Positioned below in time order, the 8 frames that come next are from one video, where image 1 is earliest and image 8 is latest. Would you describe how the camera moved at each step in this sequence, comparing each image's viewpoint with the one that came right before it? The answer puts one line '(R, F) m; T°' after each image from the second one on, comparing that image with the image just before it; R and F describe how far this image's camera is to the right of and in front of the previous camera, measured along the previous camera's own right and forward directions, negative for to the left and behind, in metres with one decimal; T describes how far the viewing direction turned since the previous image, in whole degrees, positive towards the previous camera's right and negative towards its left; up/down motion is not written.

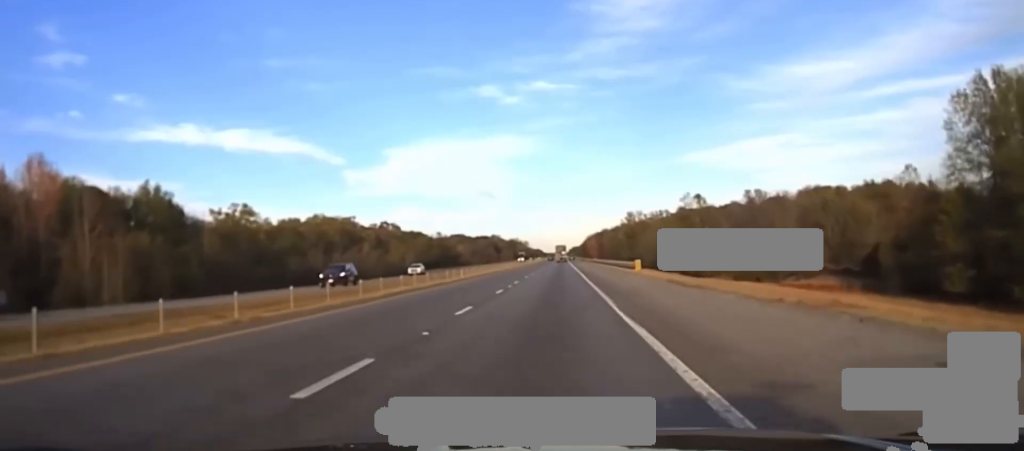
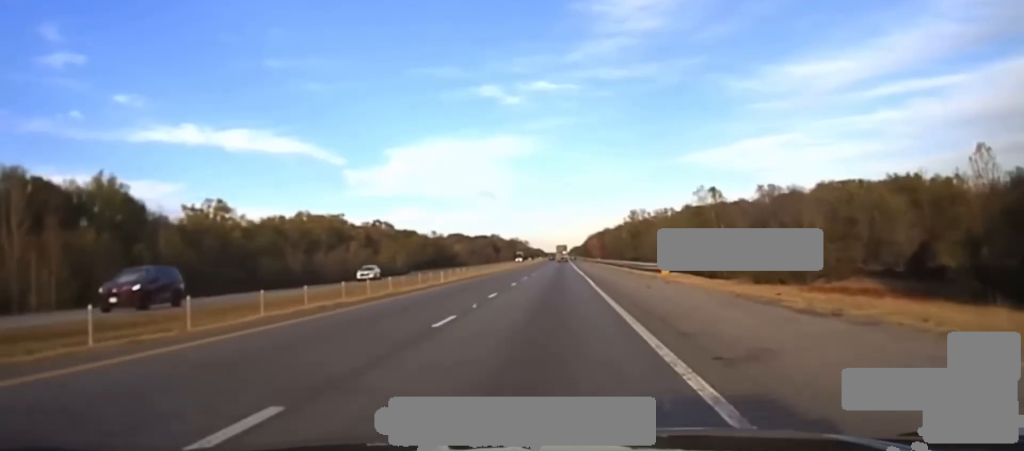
(0.0, +14.0) m; 0°
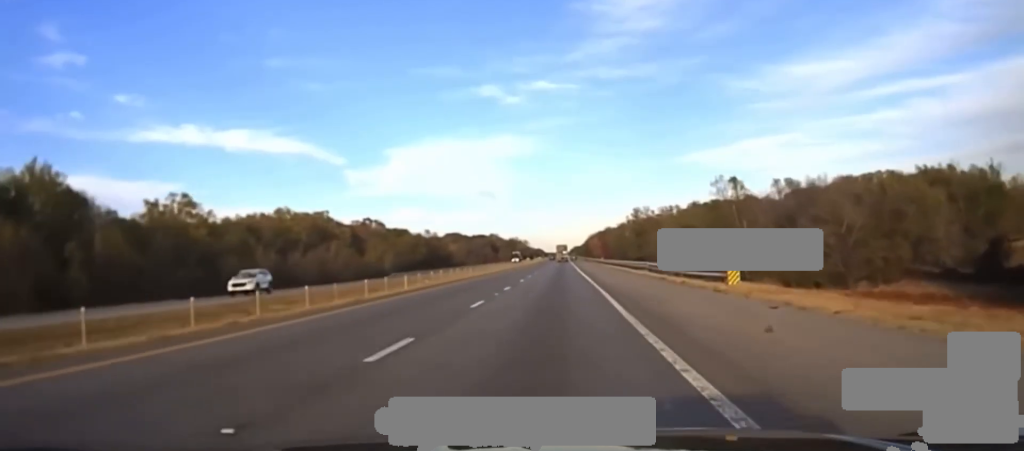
(0.0, +16.0) m; 0°
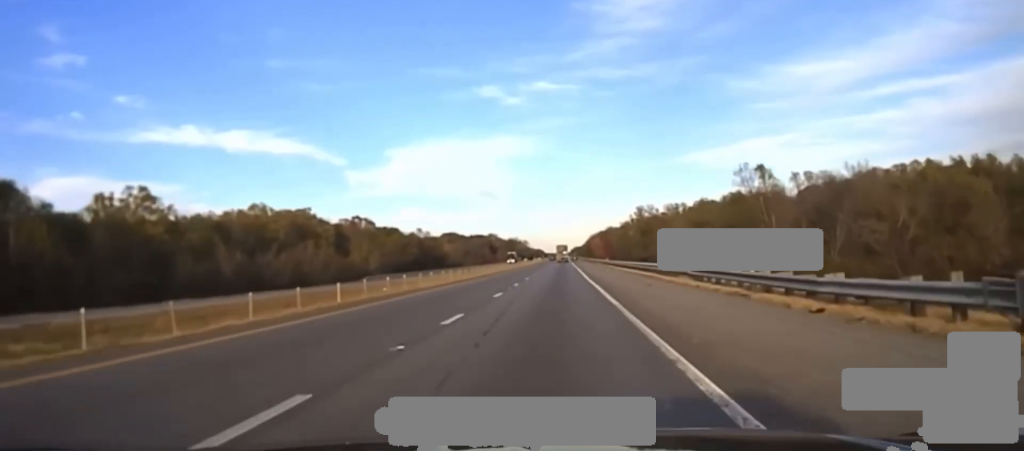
(+0.1, +15.9) m; 0°
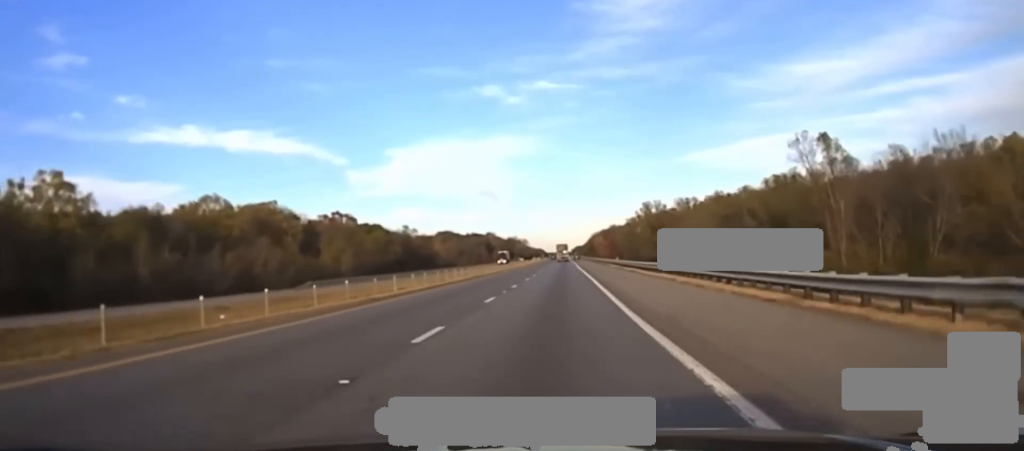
(-0.1, +25.8) m; 0°
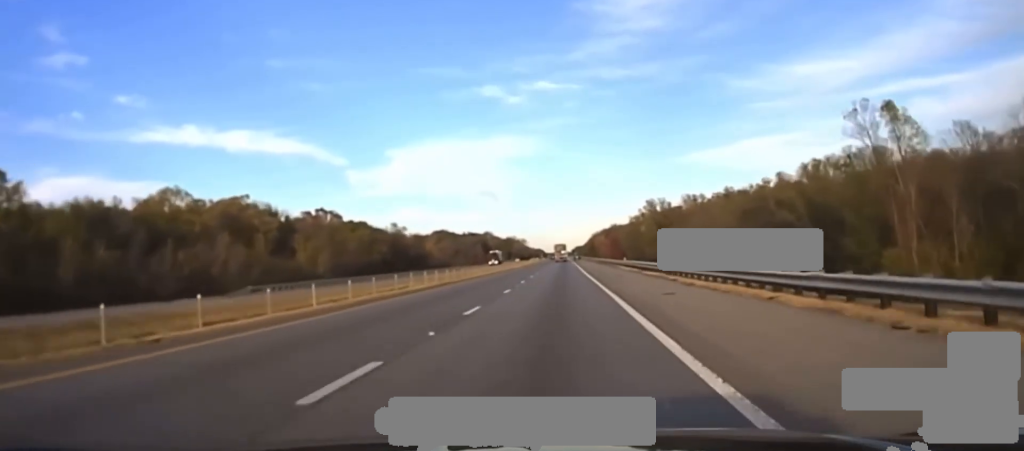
(-0.2, +17.0) m; 0°
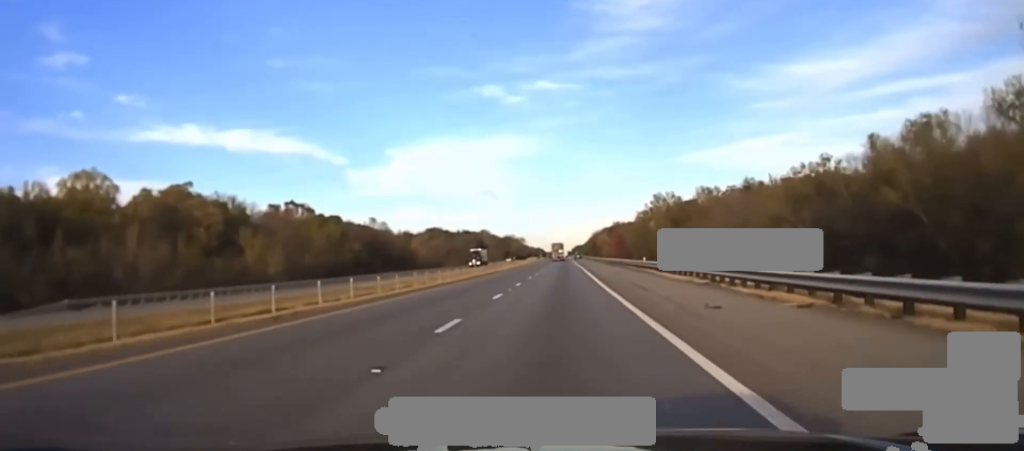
(+0.2, +29.0) m; 0°
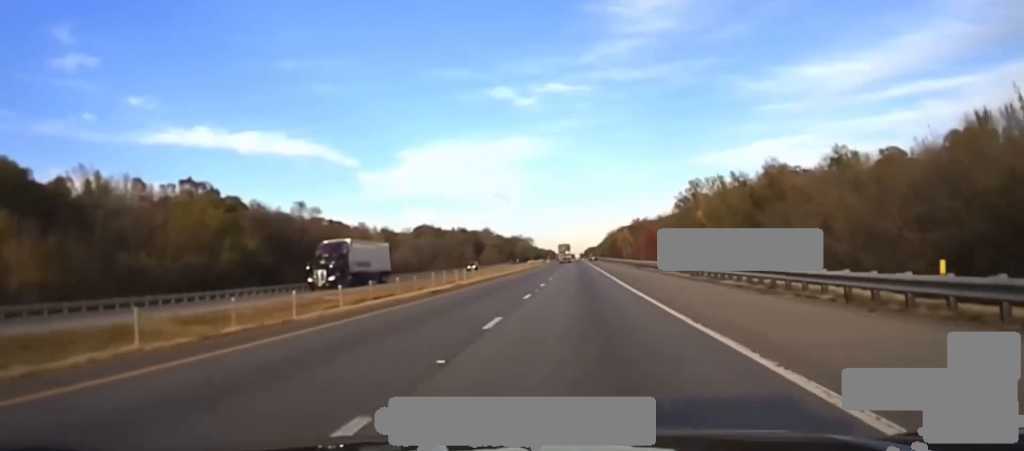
(-0.7, +76.2) m; -1°
